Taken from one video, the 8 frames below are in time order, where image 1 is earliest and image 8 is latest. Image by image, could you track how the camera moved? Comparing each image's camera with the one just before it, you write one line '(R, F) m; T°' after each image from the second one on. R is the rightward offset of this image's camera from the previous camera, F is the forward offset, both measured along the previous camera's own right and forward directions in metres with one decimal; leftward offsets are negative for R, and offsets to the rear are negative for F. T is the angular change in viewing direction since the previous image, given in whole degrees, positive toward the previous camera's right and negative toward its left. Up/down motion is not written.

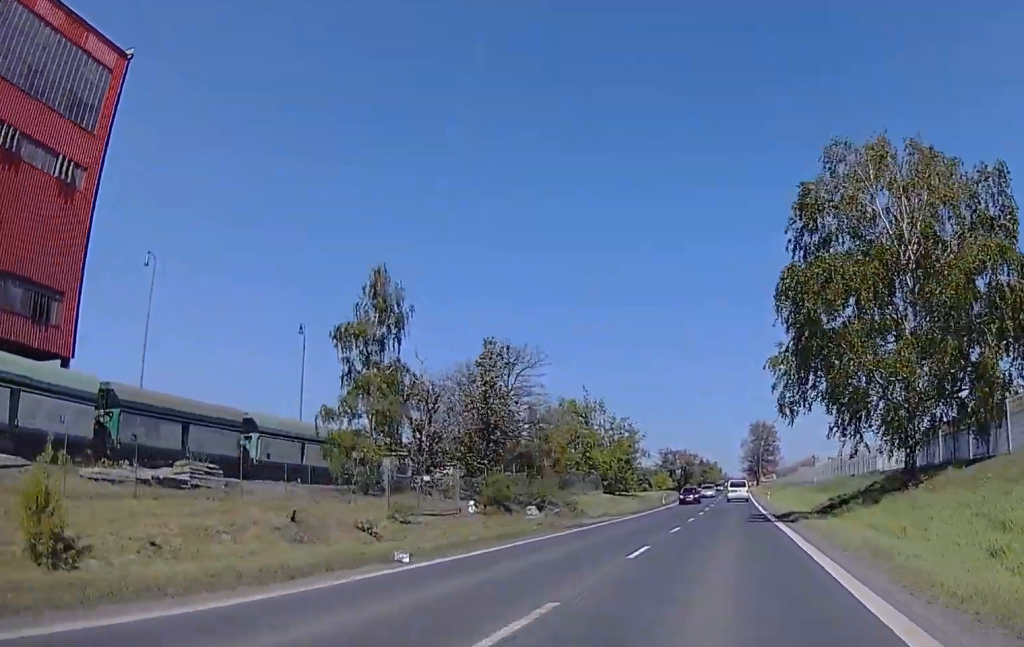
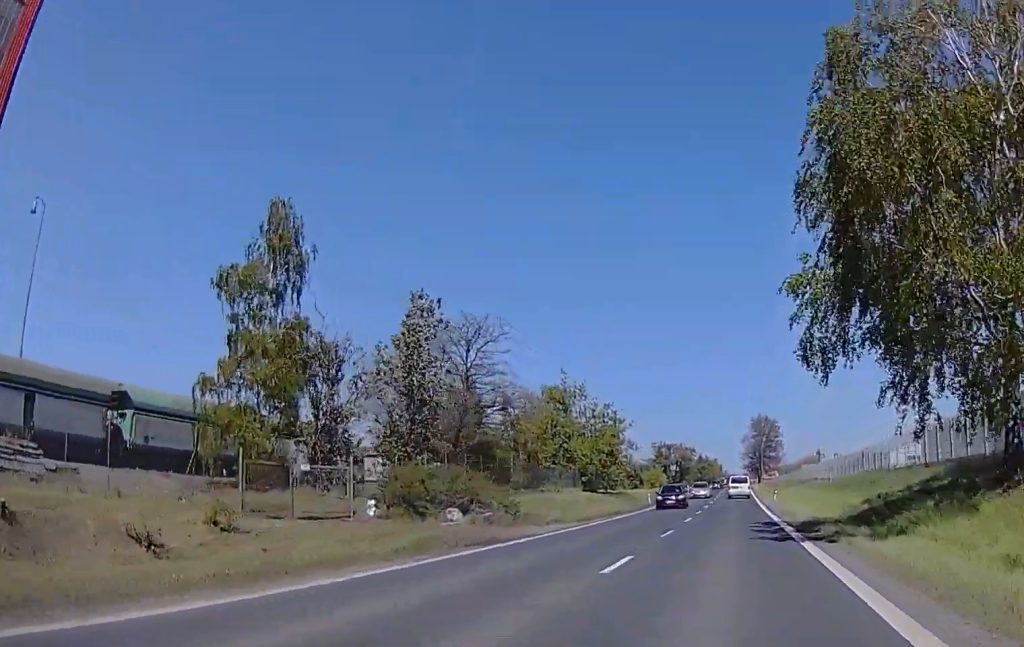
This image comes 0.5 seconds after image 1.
(-0.4, +12.5) m; -1°
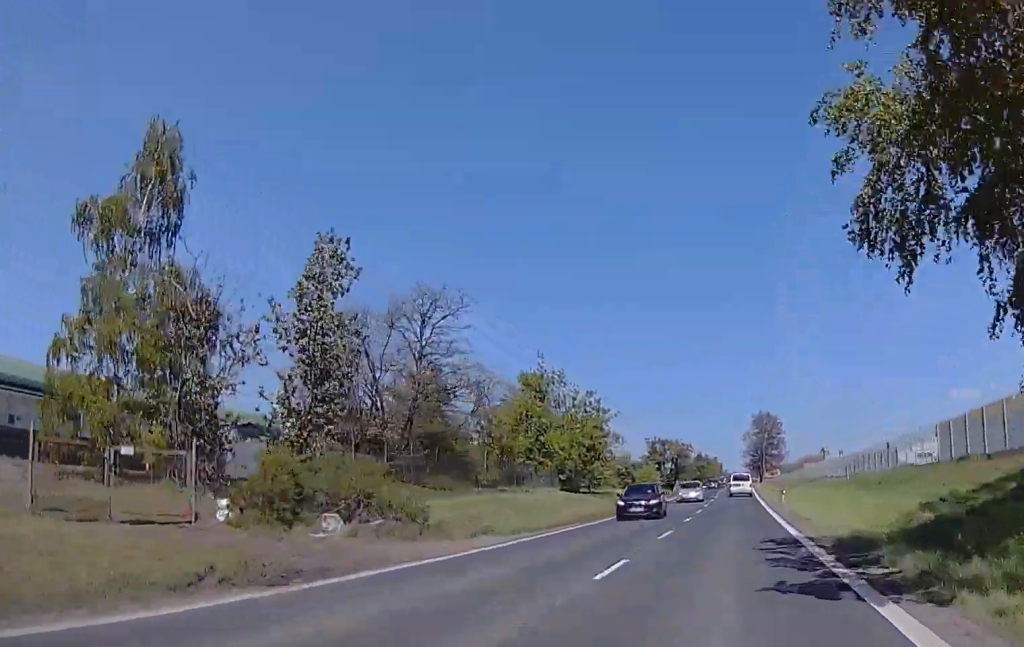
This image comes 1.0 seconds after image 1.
(-0.3, +10.1) m; 0°
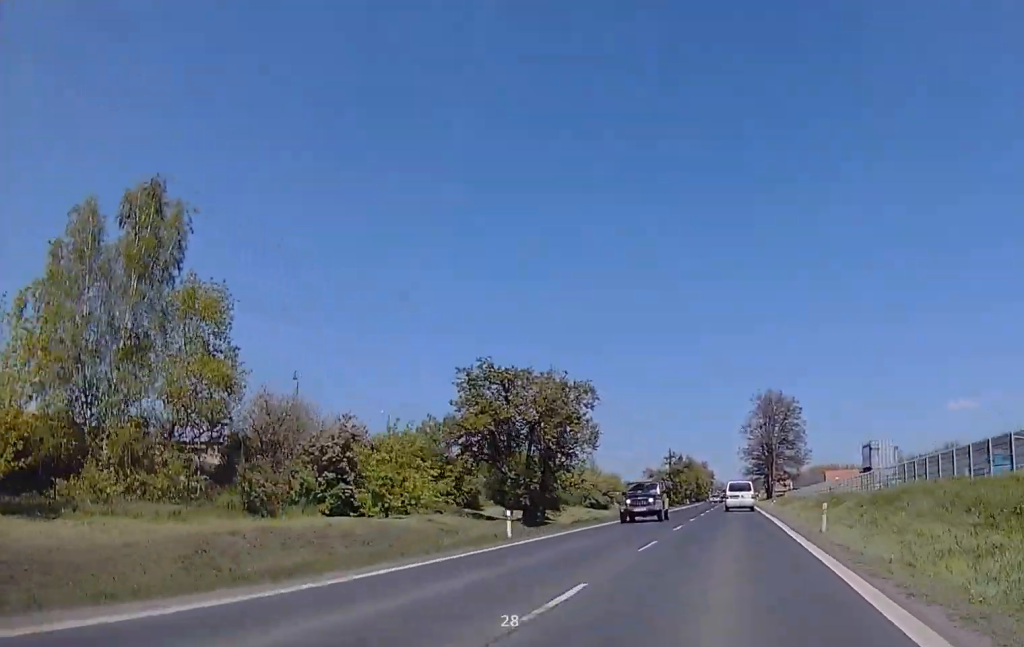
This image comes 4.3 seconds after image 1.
(+6.9, +77.0) m; +6°
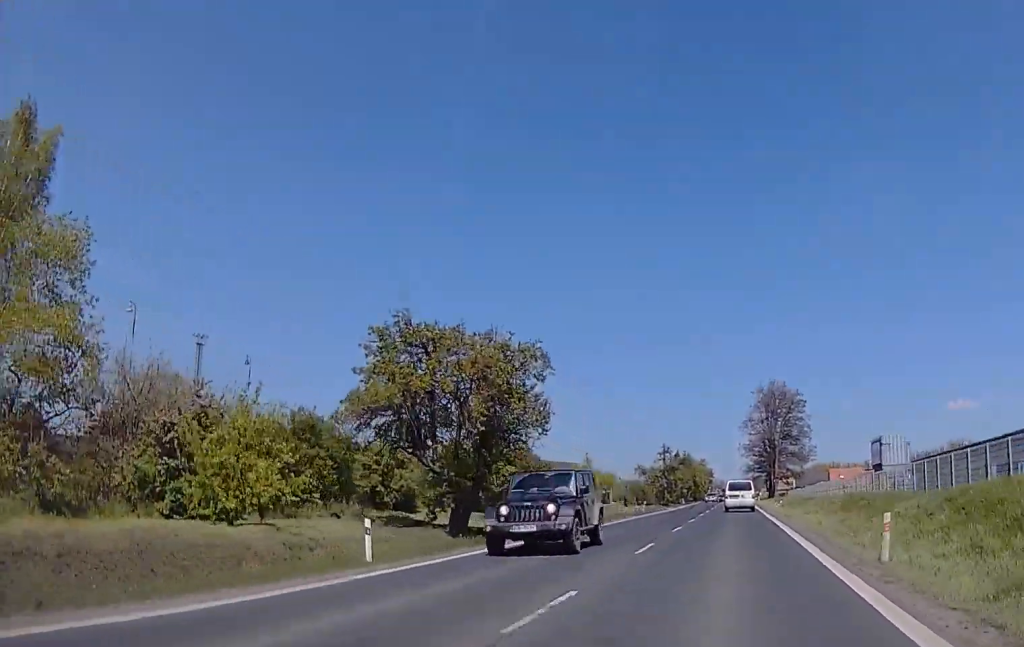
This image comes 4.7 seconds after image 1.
(-0.4, +10.0) m; 0°
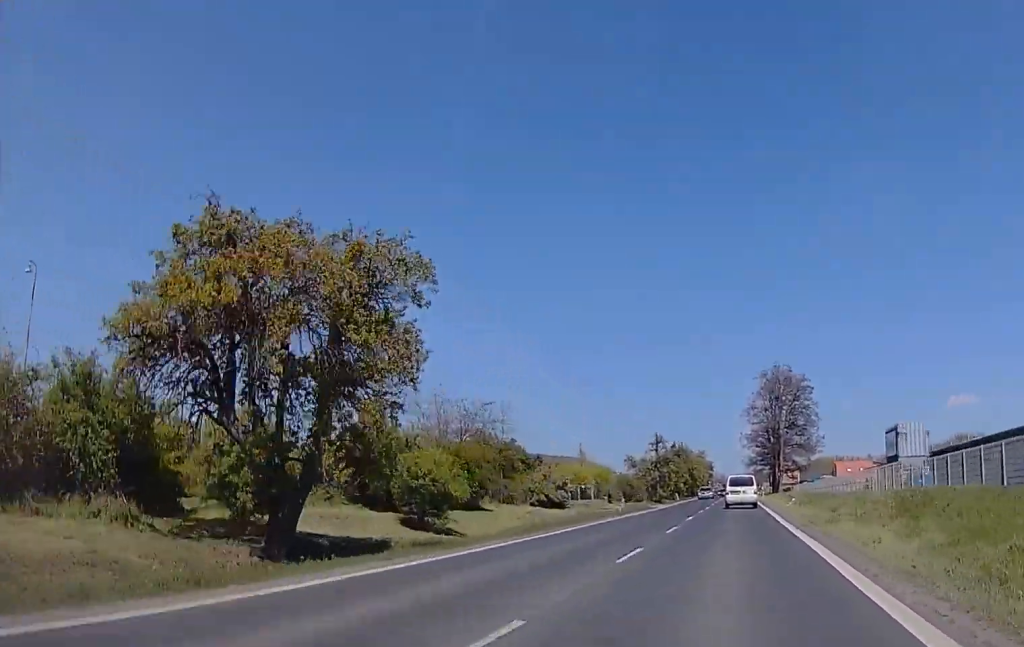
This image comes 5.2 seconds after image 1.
(-0.2, +12.1) m; 0°
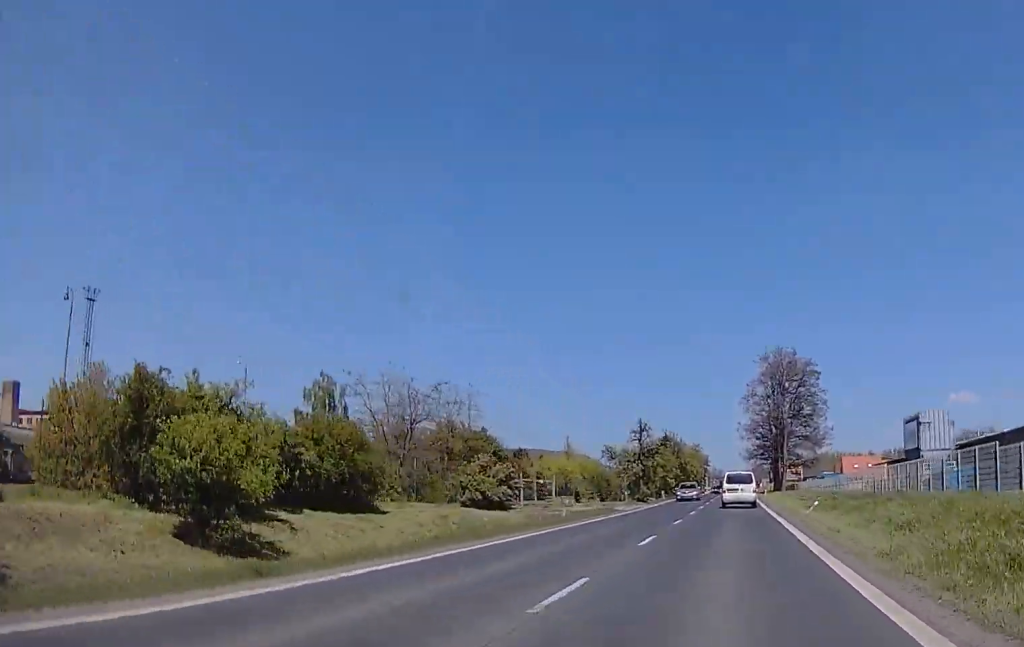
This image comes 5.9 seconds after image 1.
(+0.5, +14.8) m; 0°
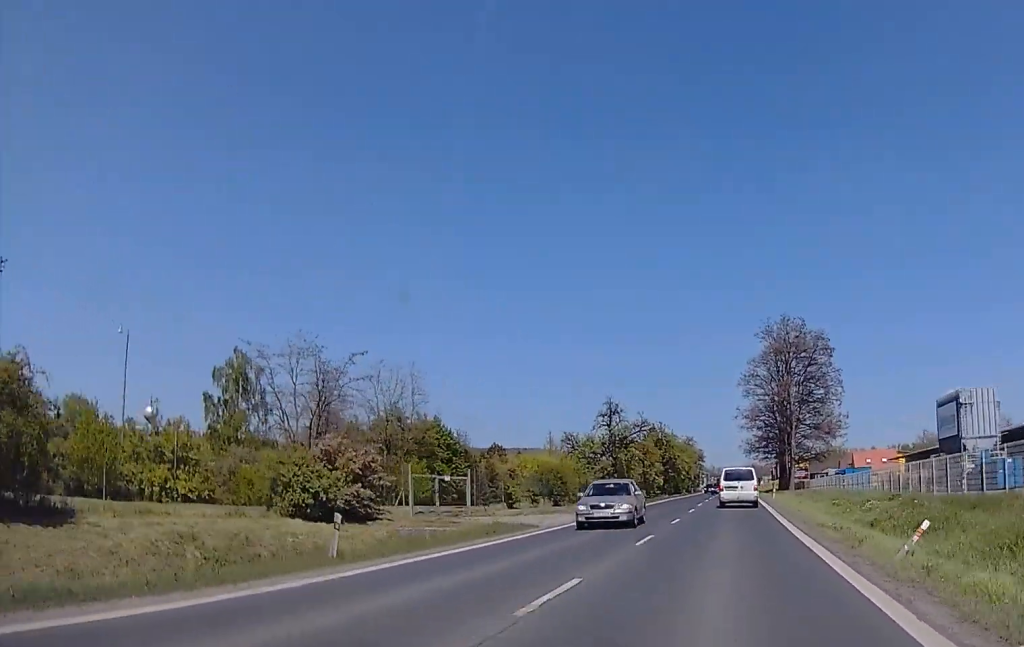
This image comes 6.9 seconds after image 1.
(-0.7, +19.9) m; -2°
